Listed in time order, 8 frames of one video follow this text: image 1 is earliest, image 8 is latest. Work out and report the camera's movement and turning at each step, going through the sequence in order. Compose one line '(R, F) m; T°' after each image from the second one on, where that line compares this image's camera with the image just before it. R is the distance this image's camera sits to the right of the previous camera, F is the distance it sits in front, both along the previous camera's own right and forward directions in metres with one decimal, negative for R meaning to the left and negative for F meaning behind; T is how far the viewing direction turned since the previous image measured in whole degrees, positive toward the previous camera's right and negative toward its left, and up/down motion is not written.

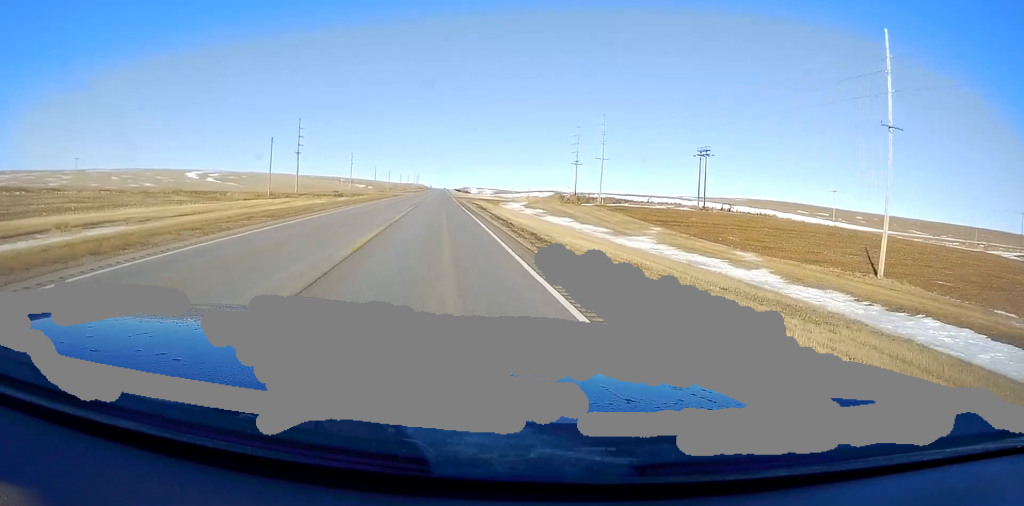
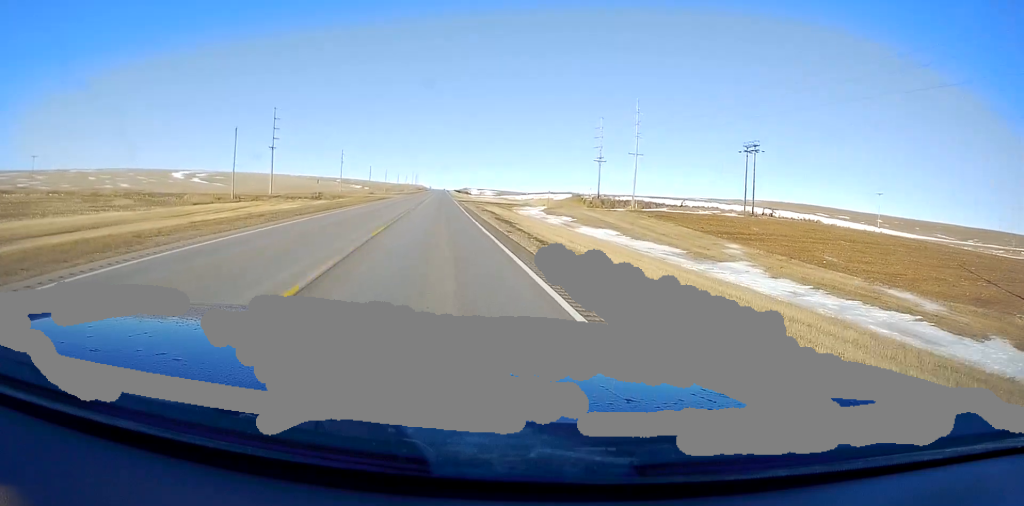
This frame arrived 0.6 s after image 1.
(-0.1, +19.9) m; 0°
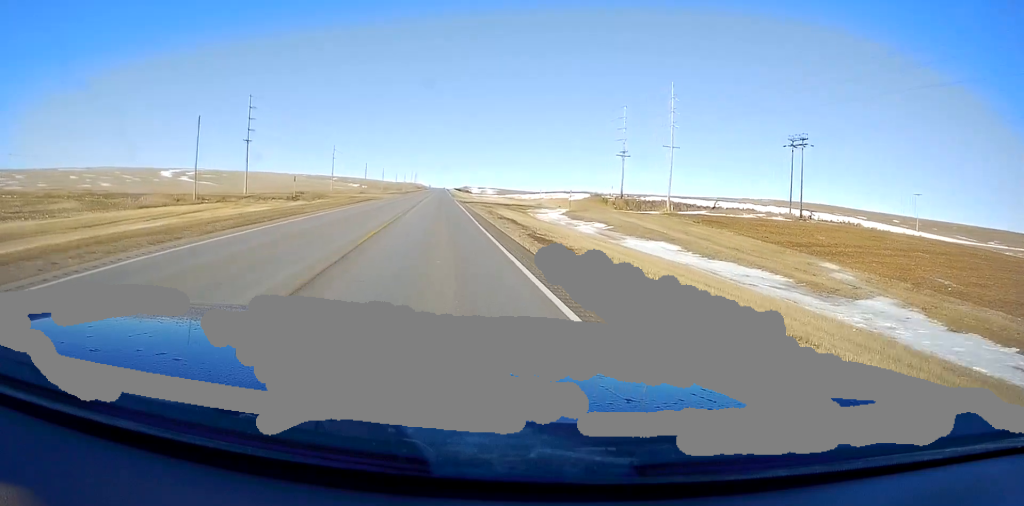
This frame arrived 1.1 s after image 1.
(-0.1, +14.8) m; 0°
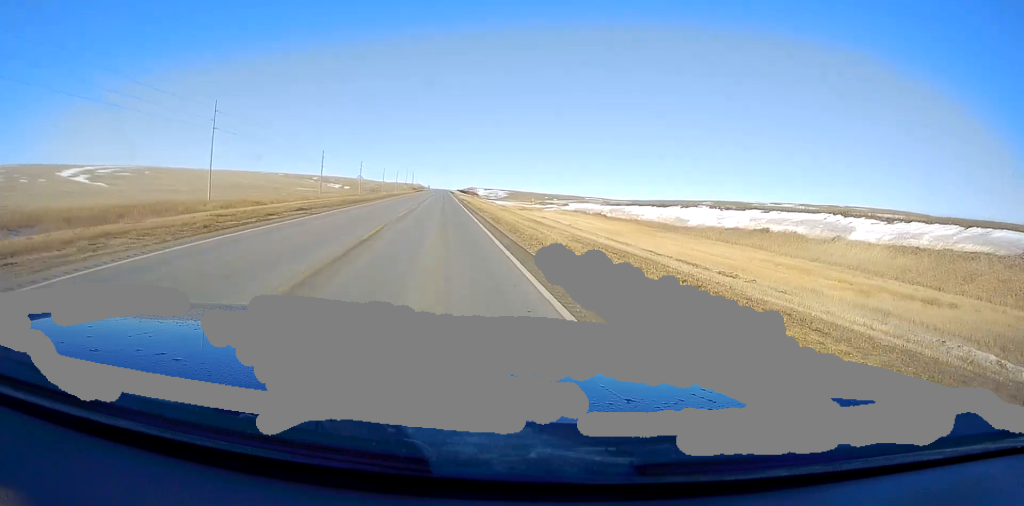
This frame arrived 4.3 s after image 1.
(-0.1, +95.5) m; 0°
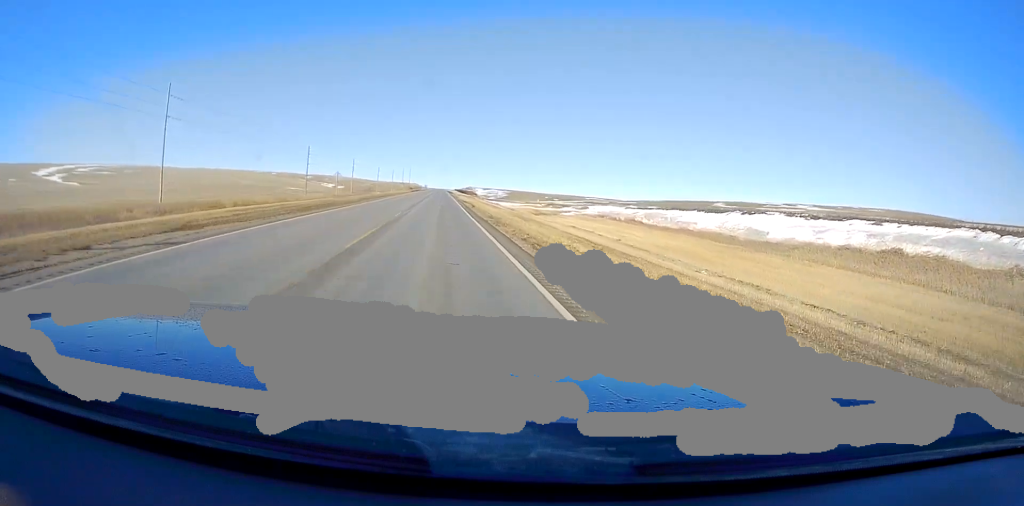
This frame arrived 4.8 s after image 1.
(0.0, +14.8) m; 0°
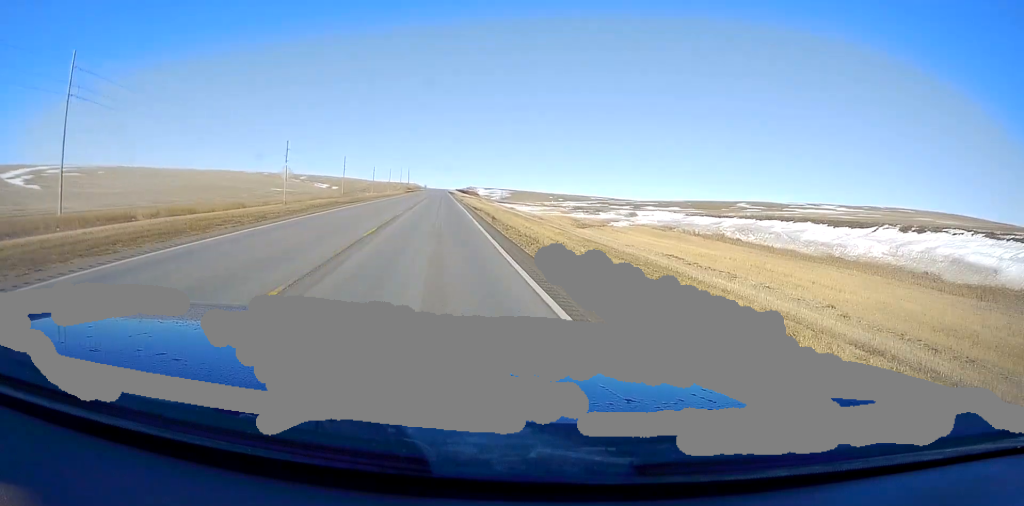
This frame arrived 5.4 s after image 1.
(0.0, +20.8) m; 0°
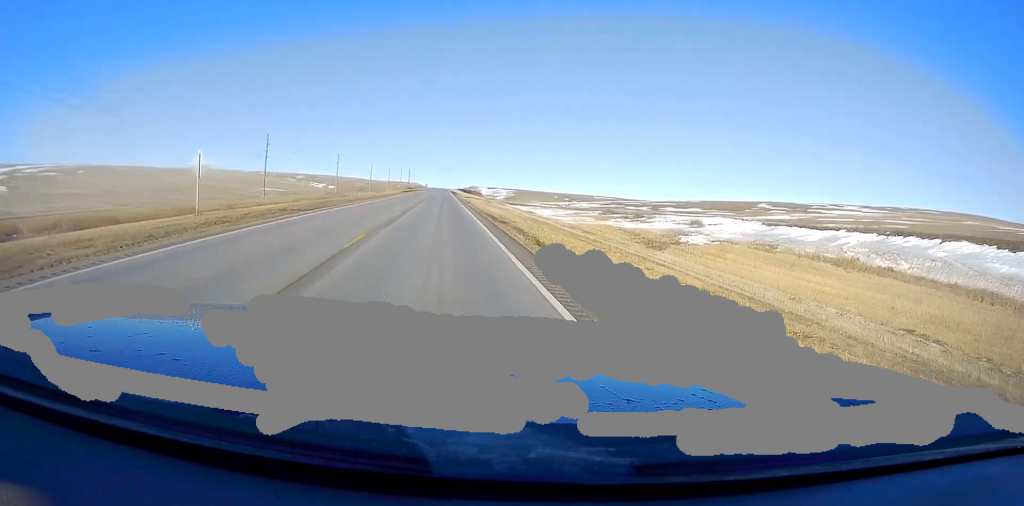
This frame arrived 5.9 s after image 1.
(+0.3, +15.7) m; 0°
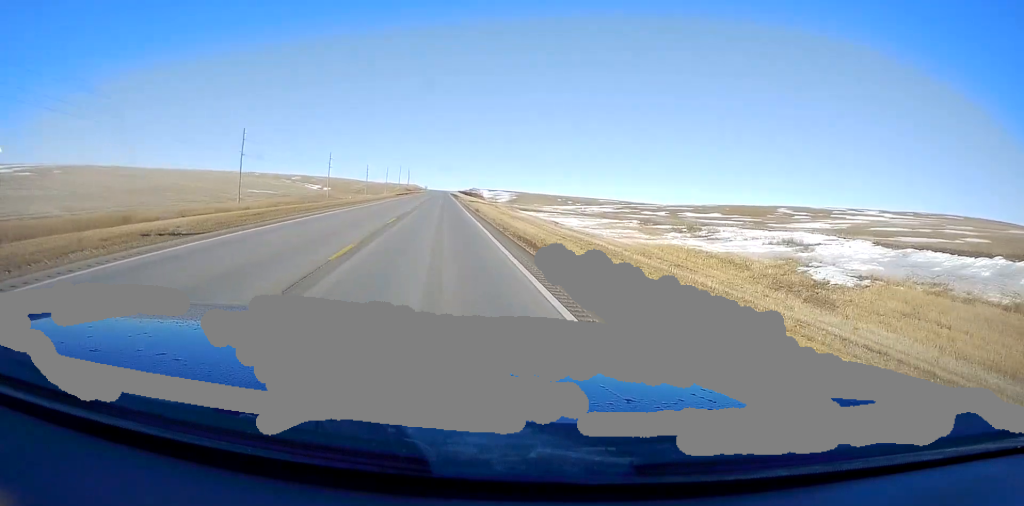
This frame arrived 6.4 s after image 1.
(+0.1, +14.2) m; 0°
